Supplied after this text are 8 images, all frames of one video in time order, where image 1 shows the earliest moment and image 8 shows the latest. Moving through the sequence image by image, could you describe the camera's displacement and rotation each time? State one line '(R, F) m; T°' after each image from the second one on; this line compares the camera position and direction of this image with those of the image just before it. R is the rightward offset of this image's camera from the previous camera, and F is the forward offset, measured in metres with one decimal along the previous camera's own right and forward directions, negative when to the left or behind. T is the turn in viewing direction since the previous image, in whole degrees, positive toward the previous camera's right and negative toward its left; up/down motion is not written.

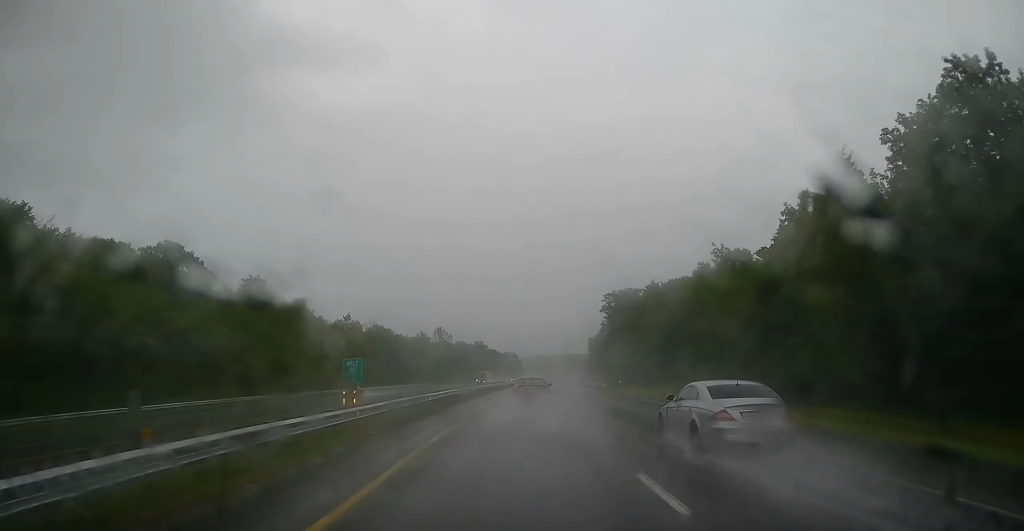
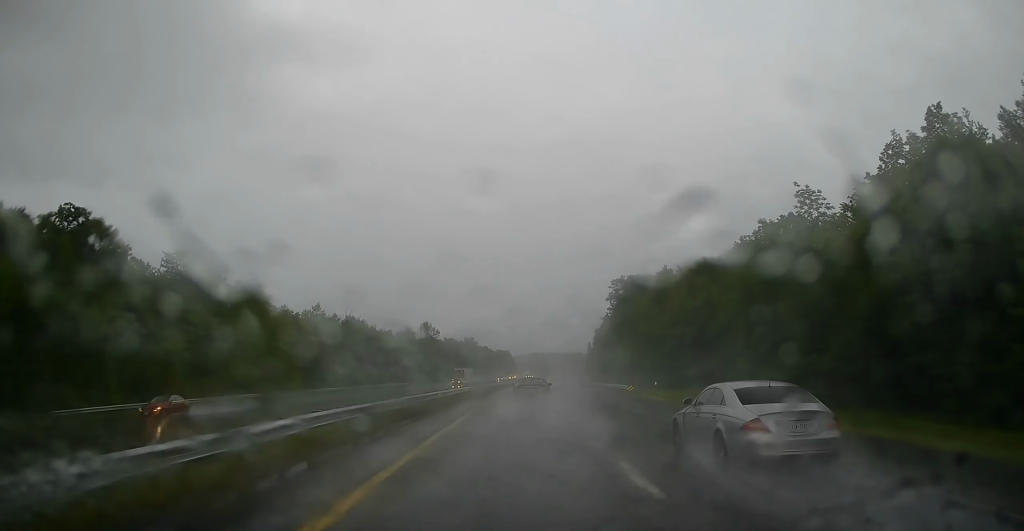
(+0.1, +23.5) m; 0°
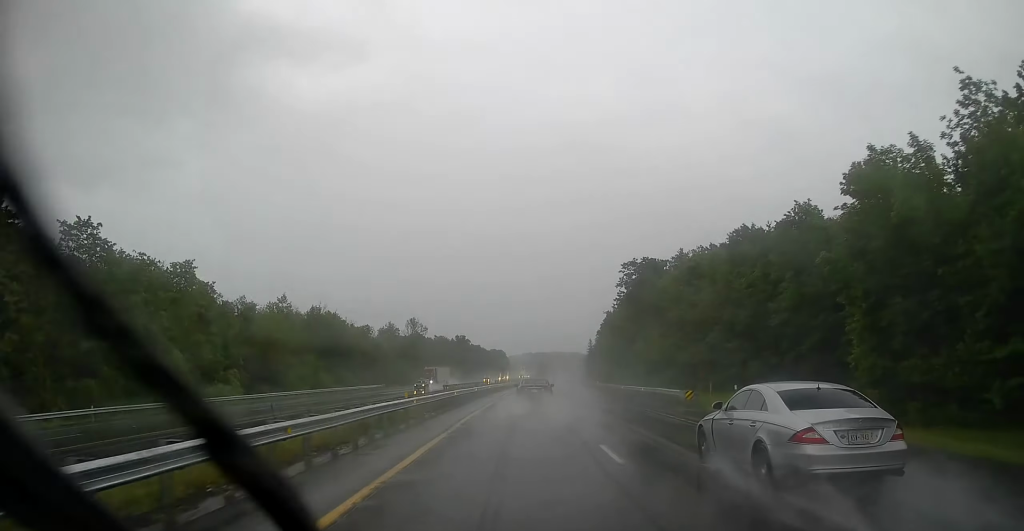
(0.0, +21.5) m; 0°
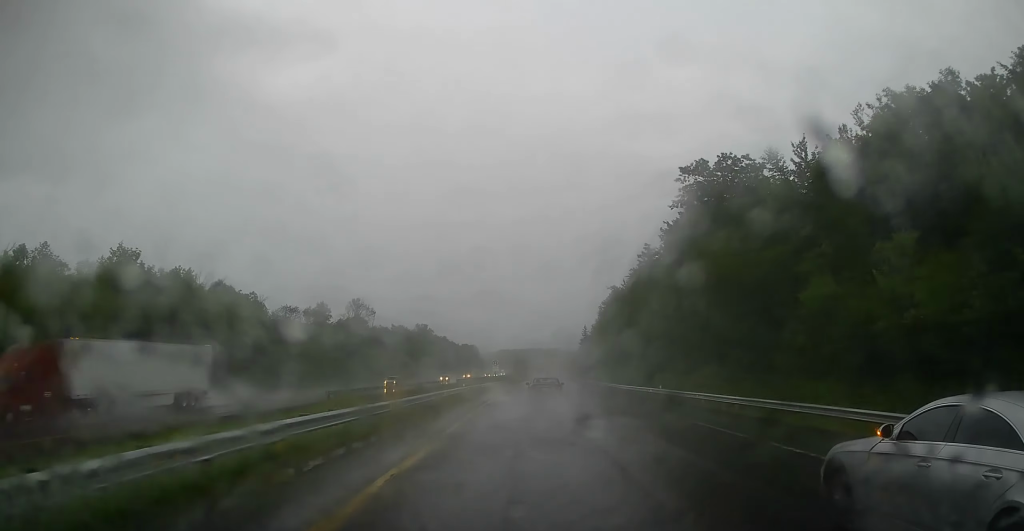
(+0.7, +57.7) m; +2°
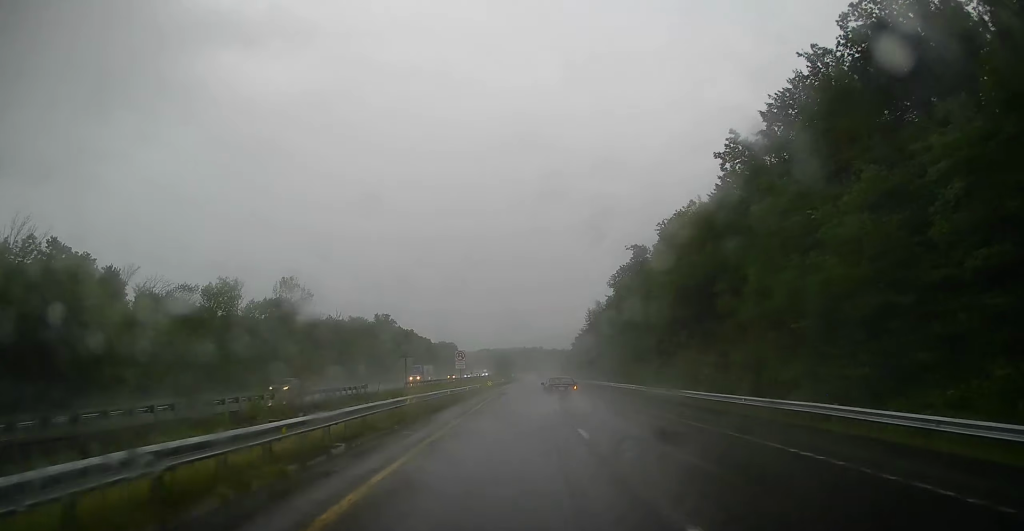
(+0.9, +48.2) m; +2°
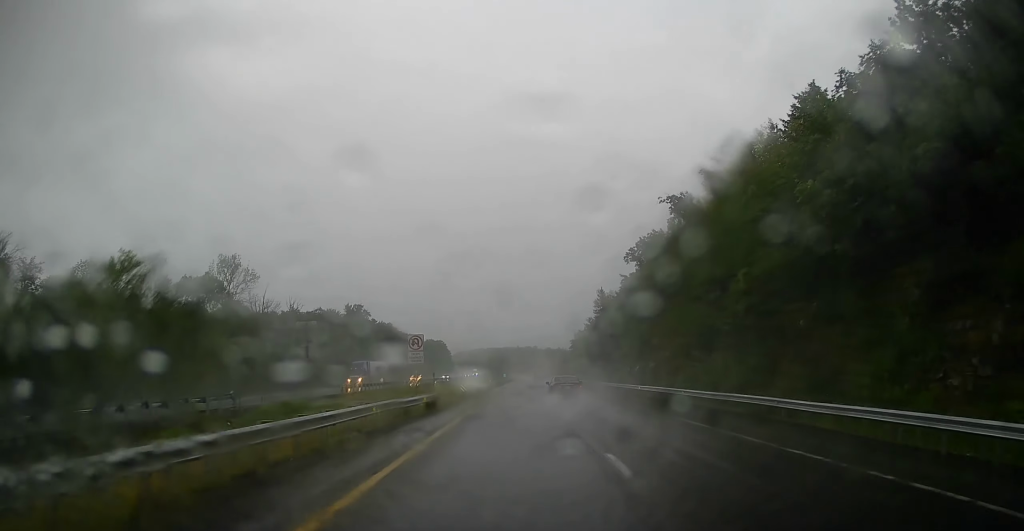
(+0.2, +30.7) m; +1°
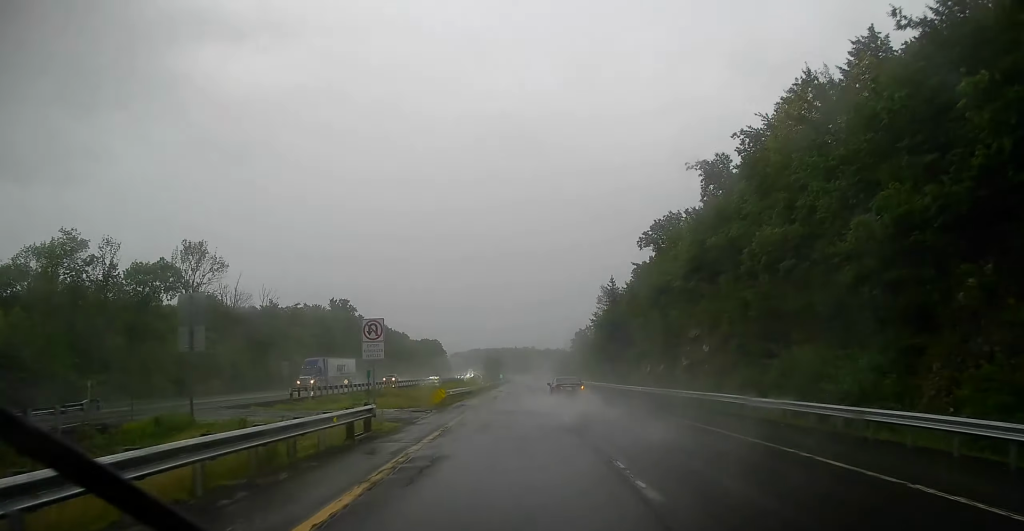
(+0.1, +13.9) m; 0°
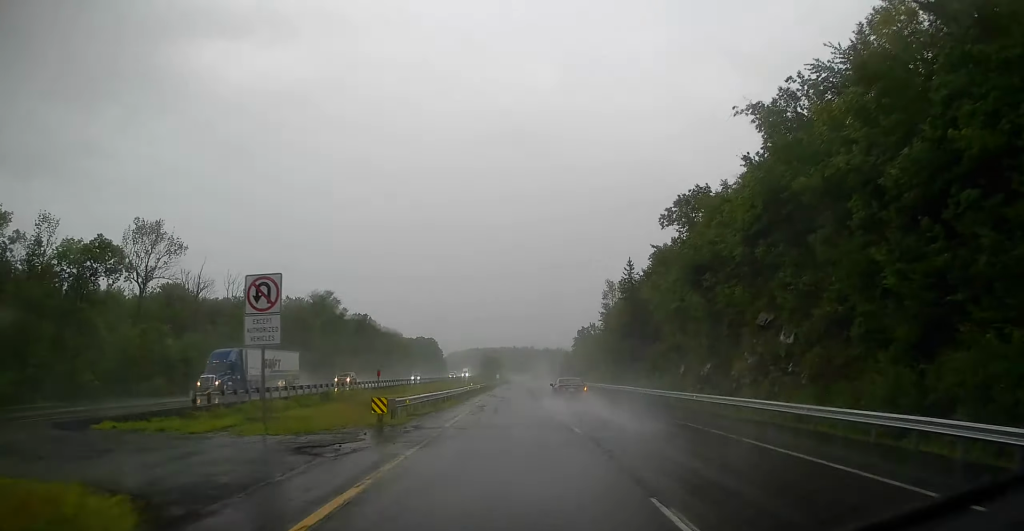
(+0.1, +15.5) m; 0°
